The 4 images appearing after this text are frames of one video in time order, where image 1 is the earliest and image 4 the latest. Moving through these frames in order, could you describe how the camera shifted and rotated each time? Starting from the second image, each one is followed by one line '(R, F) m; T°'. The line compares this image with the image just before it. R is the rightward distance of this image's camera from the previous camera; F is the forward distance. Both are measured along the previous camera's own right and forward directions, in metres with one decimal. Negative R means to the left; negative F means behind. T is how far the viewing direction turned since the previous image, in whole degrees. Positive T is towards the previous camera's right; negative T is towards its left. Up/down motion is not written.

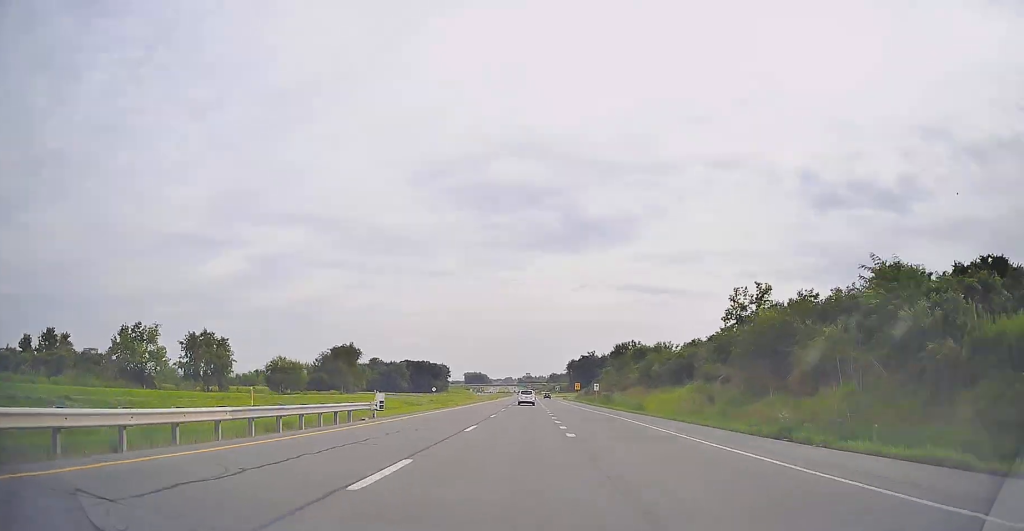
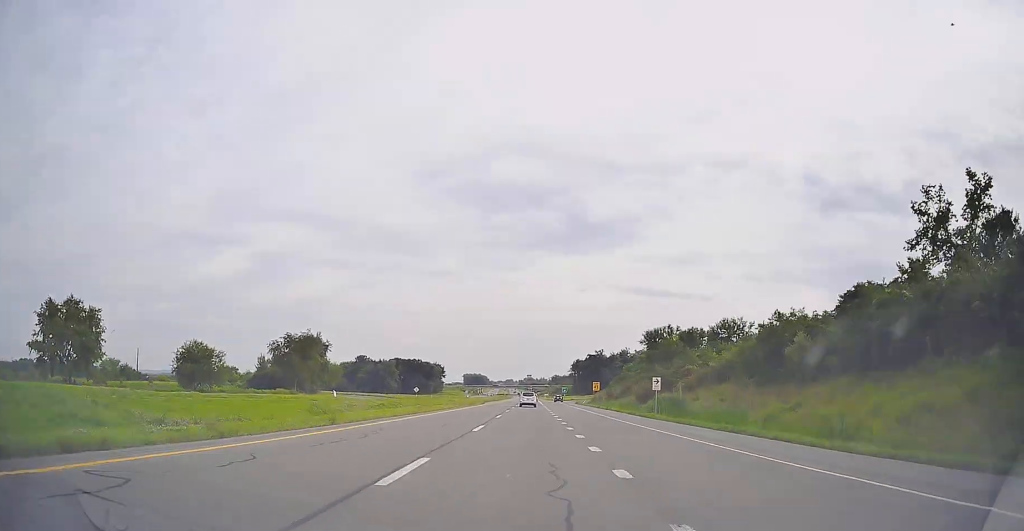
(-0.1, +35.8) m; 0°
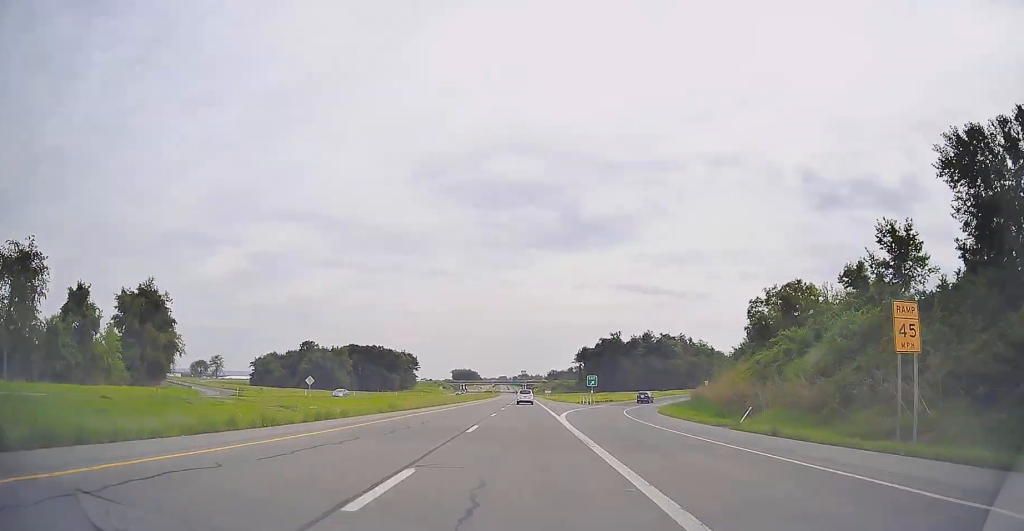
(+0.1, +87.8) m; 0°
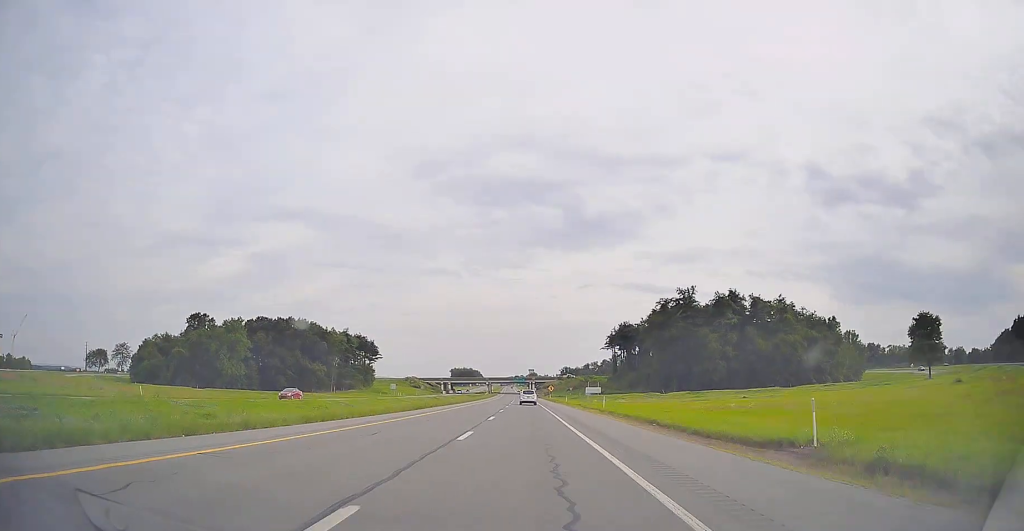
(-0.8, +114.9) m; -1°
